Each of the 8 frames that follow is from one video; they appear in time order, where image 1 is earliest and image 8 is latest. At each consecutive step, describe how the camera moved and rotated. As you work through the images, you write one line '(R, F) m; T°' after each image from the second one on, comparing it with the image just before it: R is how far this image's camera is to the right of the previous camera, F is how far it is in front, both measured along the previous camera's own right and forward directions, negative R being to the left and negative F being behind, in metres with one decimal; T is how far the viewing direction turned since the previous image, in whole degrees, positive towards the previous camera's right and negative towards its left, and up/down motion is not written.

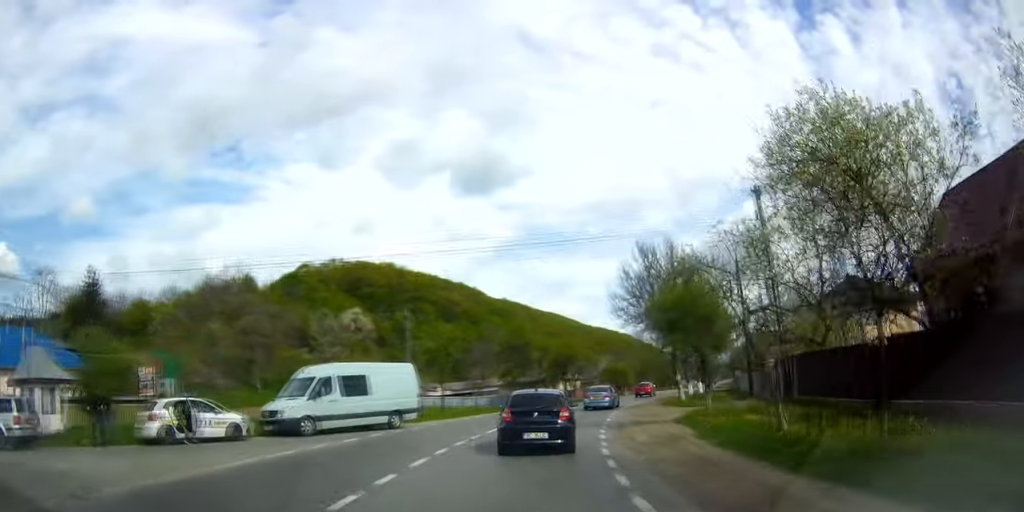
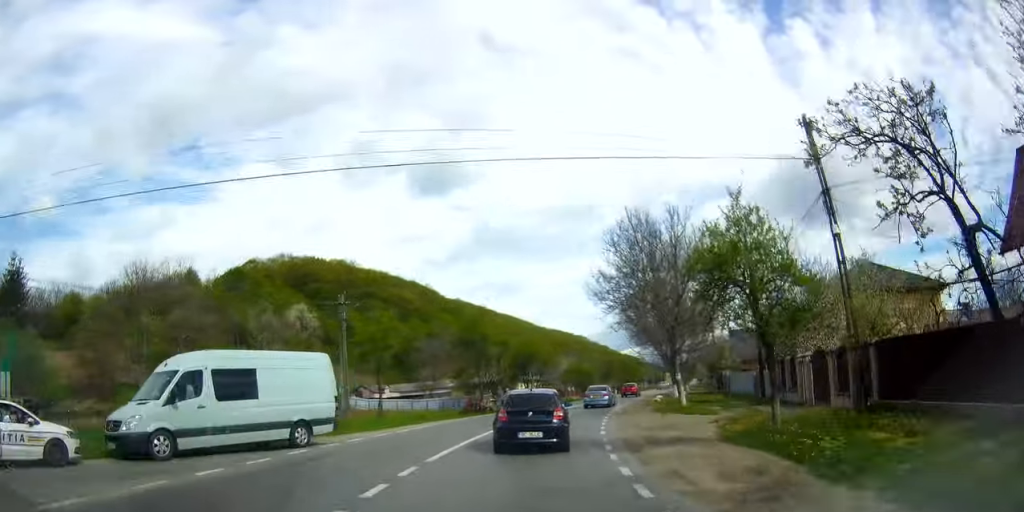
(+0.3, +7.6) m; +2°
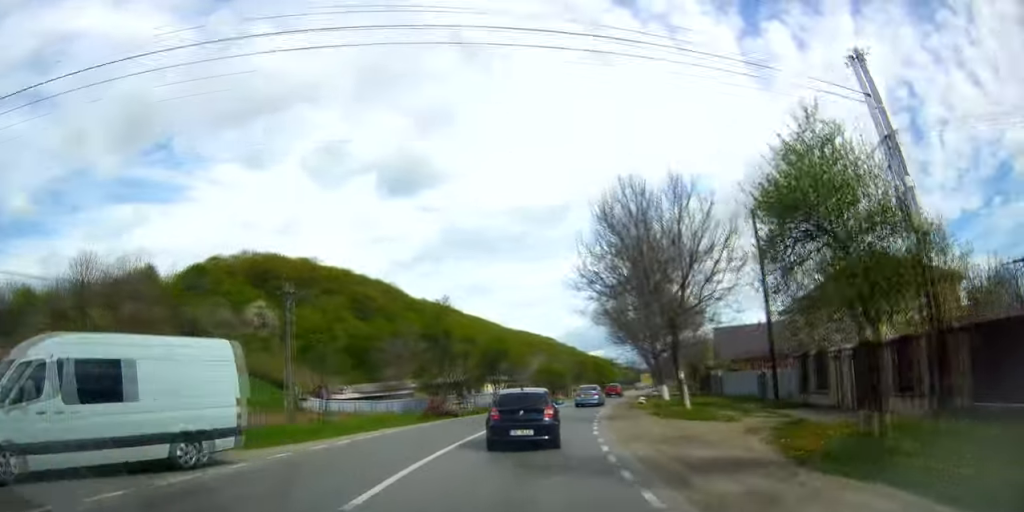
(+0.1, +4.8) m; +1°
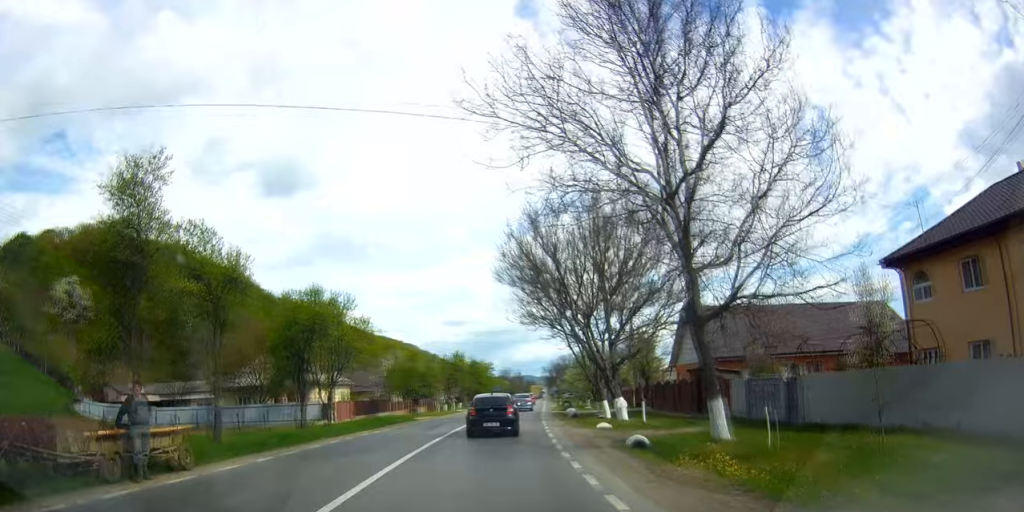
(+2.5, +23.9) m; +15°
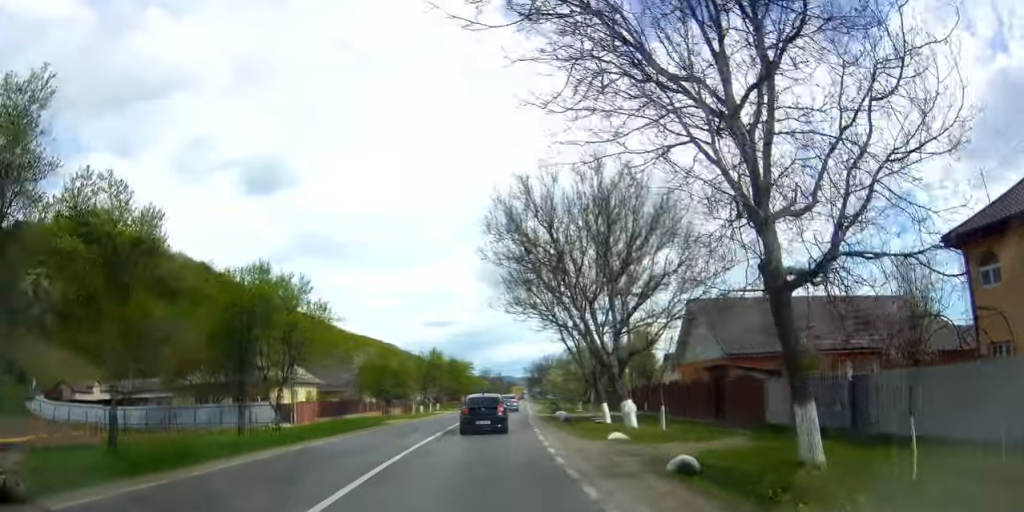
(+0.2, +4.8) m; +2°
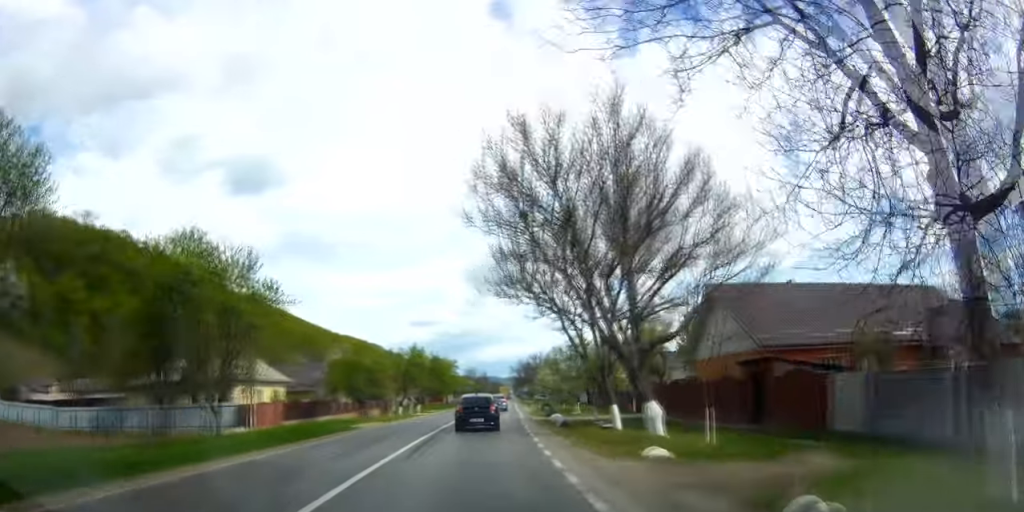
(+0.1, +4.8) m; +2°
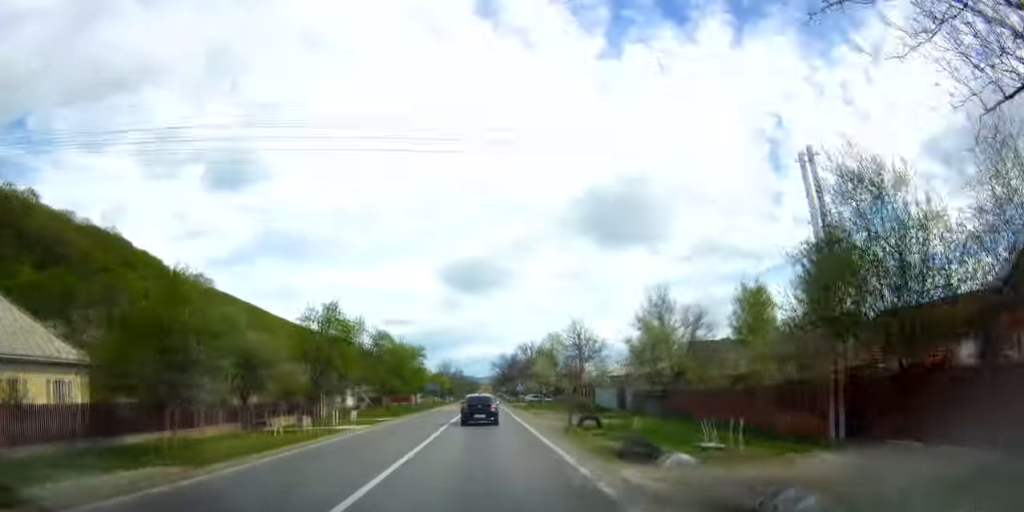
(+1.3, +22.9) m; +6°
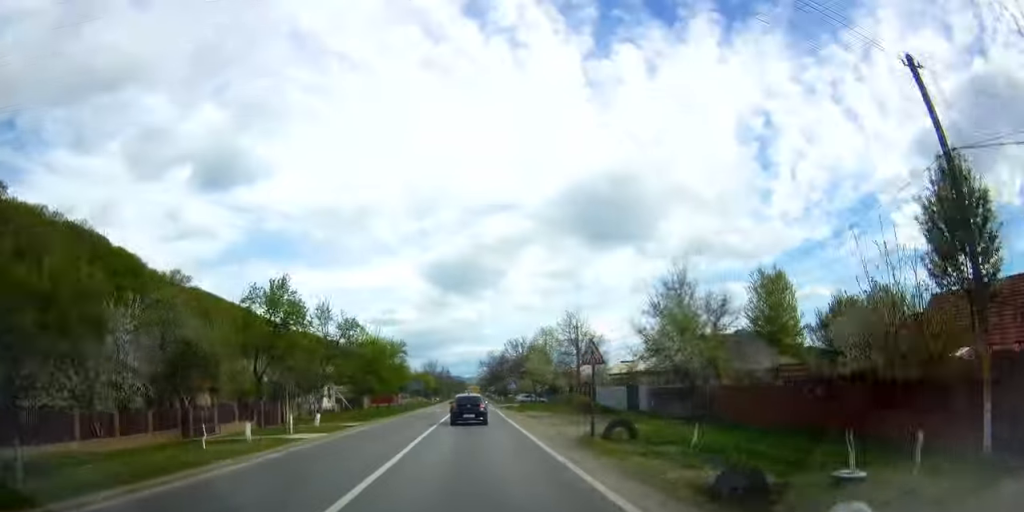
(+0.1, +6.0) m; +1°
